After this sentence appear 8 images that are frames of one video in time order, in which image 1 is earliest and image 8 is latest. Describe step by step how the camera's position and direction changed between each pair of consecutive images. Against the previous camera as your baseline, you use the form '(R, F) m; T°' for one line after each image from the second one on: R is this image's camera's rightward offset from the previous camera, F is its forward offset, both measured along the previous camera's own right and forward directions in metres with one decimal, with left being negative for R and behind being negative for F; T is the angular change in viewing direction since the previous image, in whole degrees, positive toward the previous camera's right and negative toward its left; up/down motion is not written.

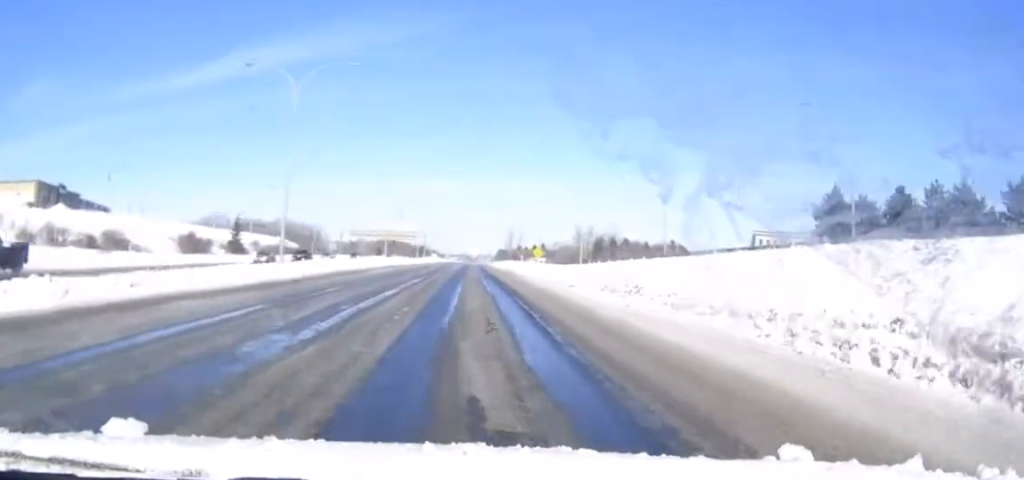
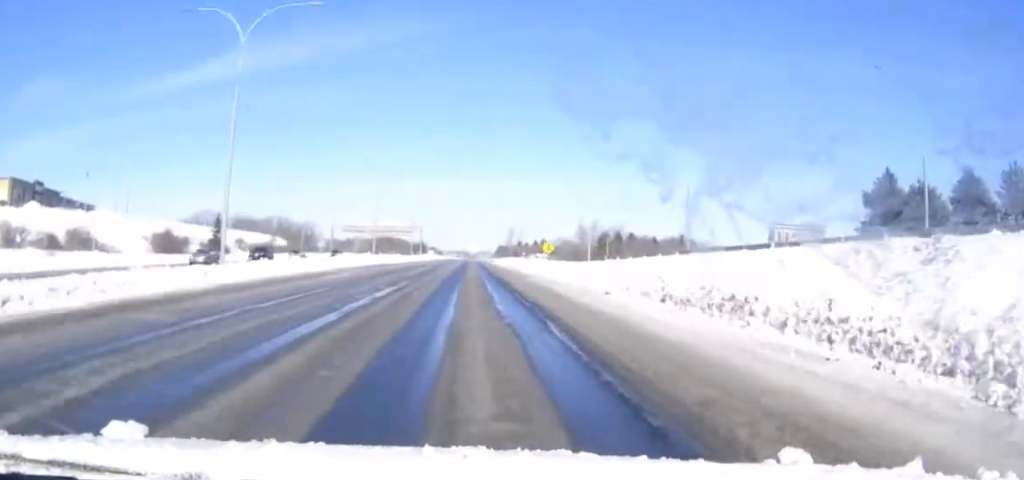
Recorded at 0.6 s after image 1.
(0.0, +11.5) m; 0°
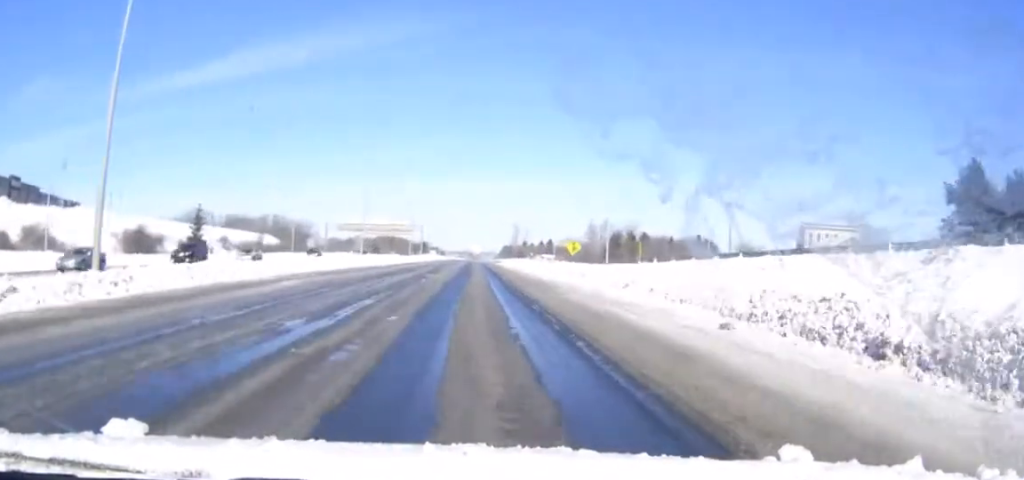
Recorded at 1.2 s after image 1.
(0.0, +13.5) m; 0°
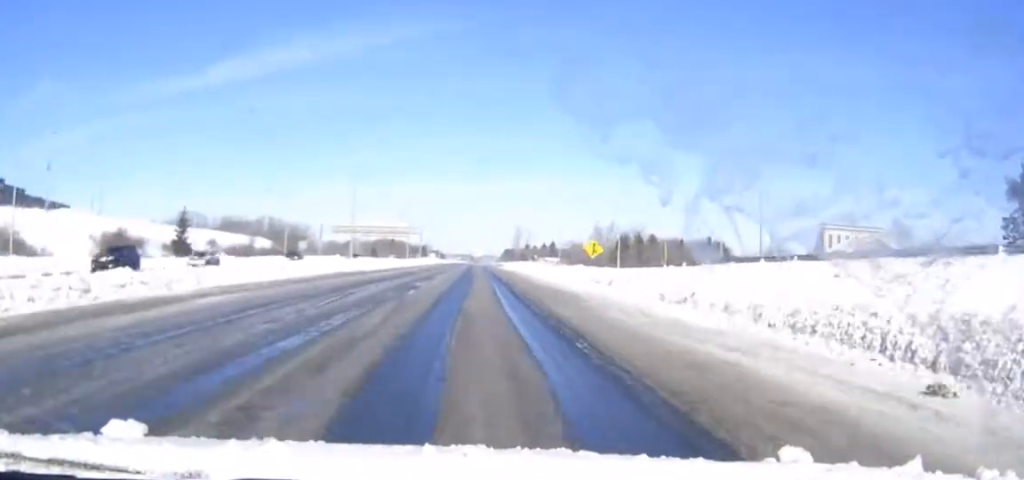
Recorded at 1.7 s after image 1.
(0.0, +8.8) m; 0°
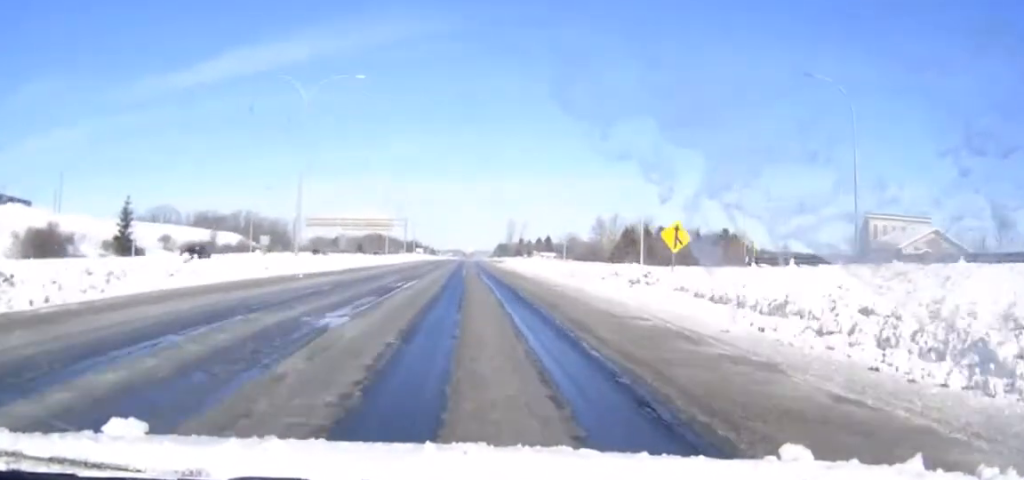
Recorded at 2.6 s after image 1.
(0.0, +18.9) m; 0°
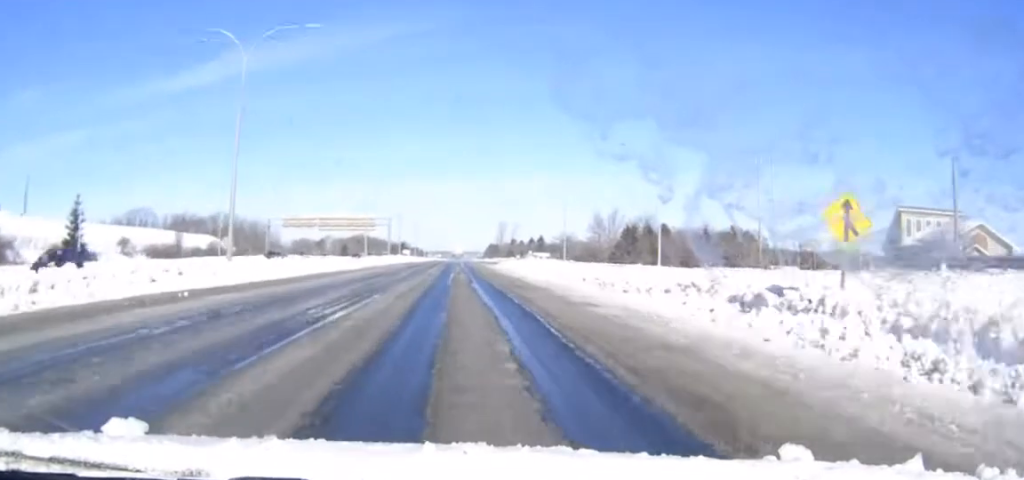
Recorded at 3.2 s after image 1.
(0.0, +12.8) m; 0°
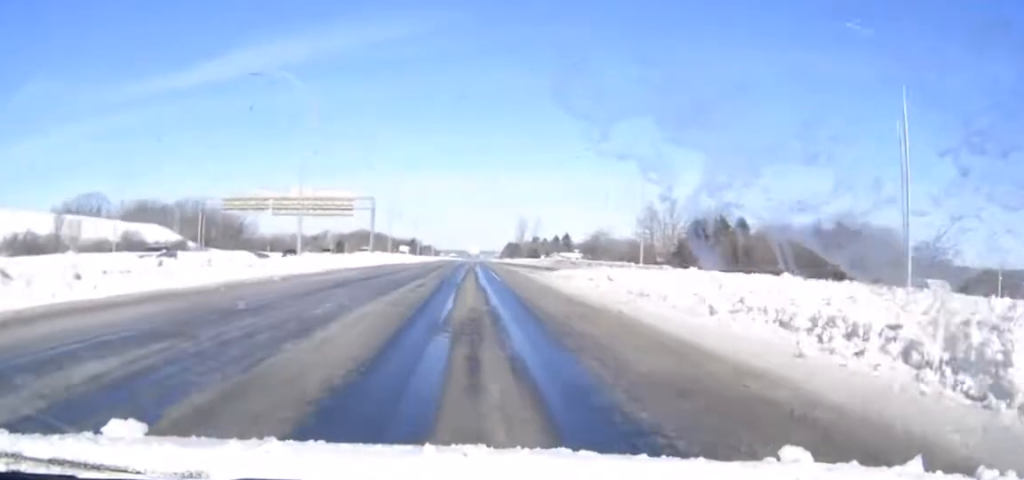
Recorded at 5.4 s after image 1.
(+0.3, +44.7) m; 0°
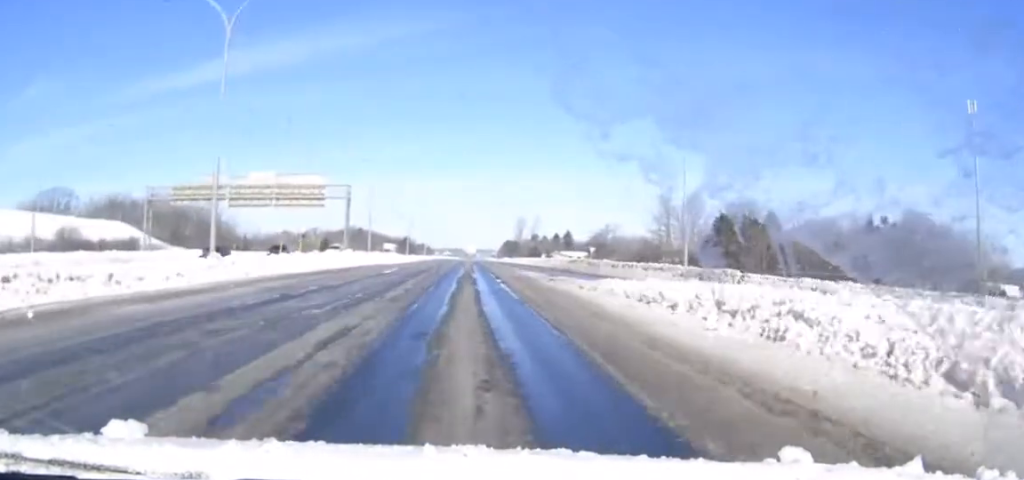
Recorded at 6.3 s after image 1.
(-0.1, +16.8) m; 0°
